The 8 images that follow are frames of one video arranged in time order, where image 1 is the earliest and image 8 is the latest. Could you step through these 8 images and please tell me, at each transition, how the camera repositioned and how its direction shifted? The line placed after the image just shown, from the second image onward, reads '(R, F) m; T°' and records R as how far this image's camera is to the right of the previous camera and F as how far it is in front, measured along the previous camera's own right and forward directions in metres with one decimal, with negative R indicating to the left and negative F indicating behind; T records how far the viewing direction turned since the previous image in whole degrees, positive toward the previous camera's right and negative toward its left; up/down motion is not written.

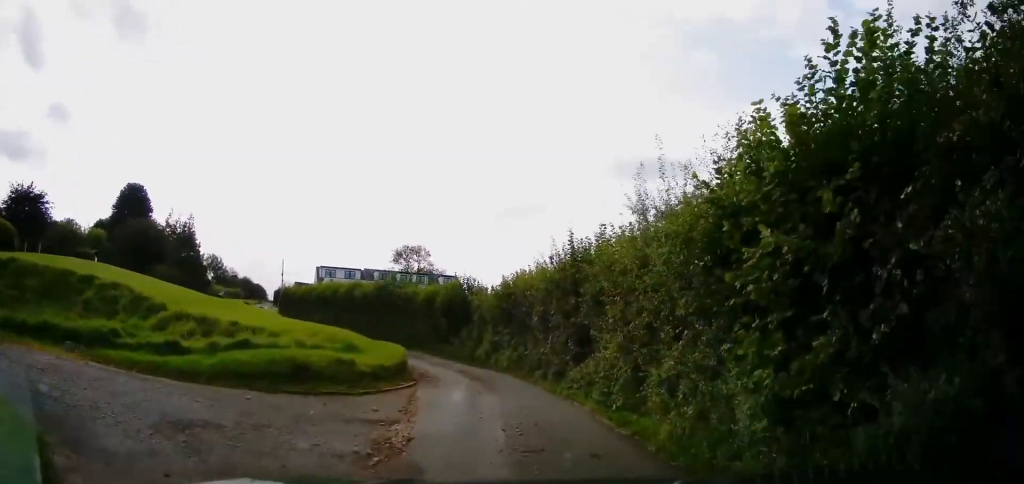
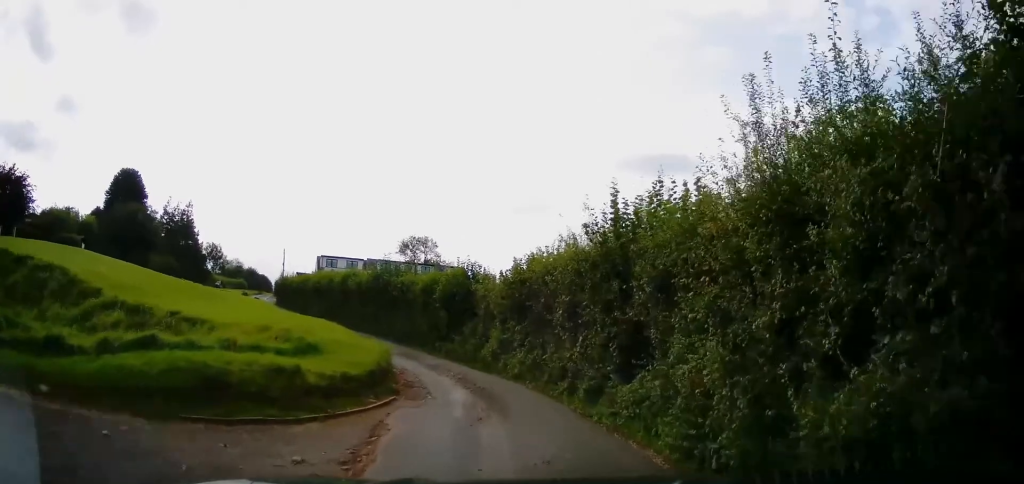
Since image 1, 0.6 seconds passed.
(0.0, +3.7) m; -3°
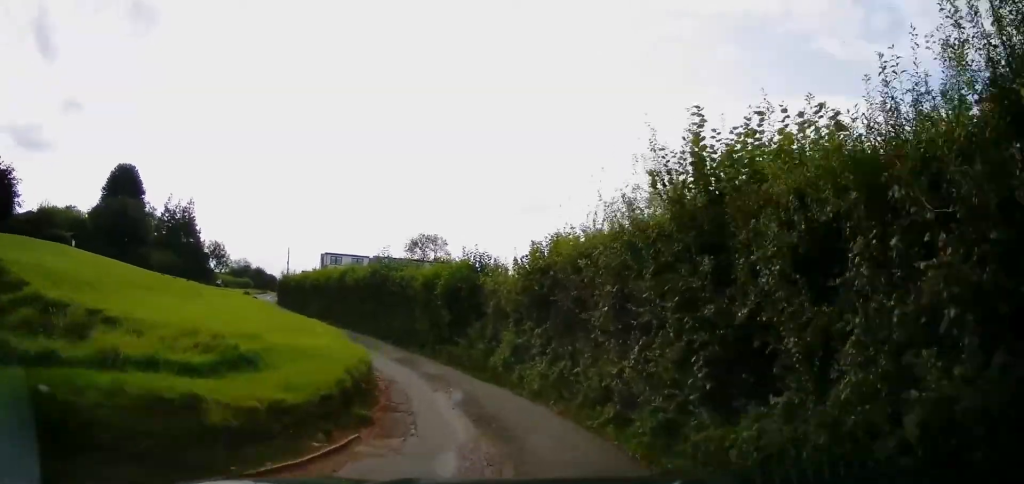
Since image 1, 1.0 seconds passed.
(-0.2, +2.9) m; -2°
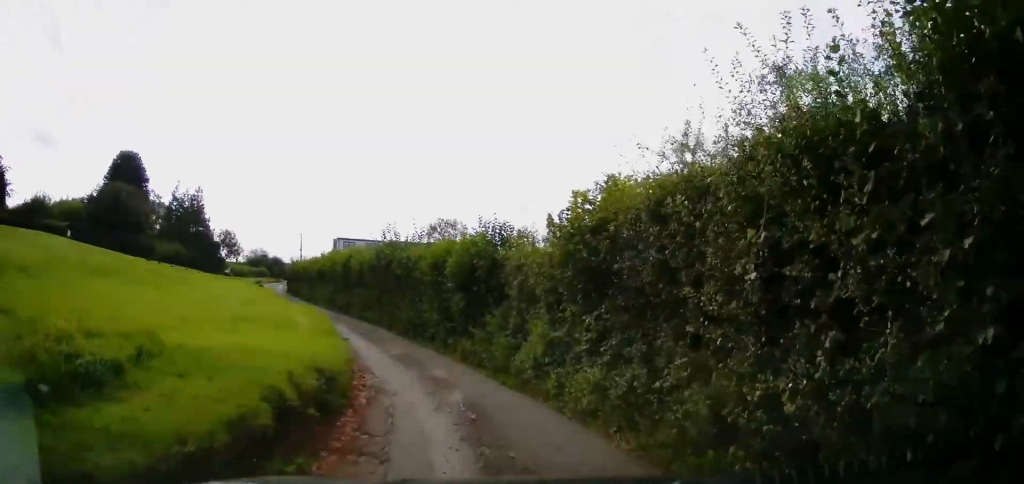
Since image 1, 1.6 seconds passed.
(-0.1, +3.7) m; -2°
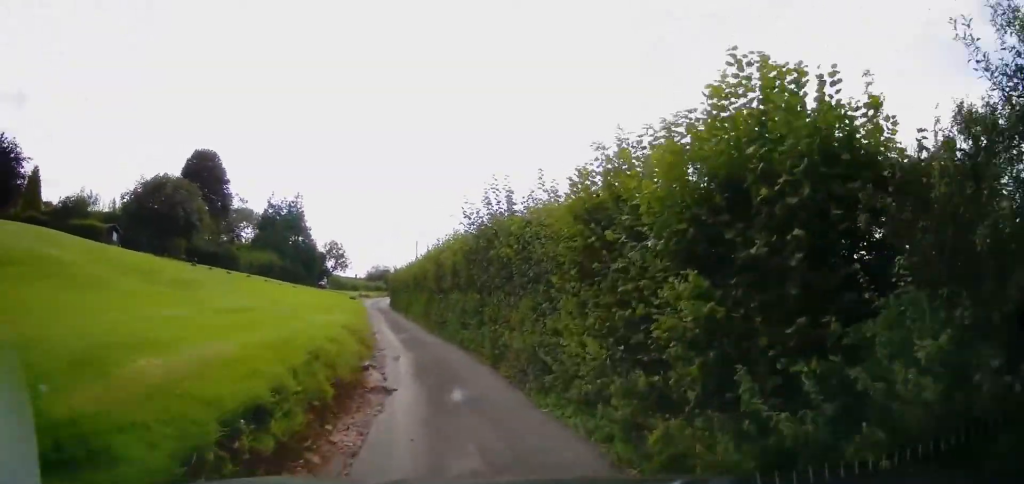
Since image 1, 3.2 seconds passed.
(0.0, +10.8) m; -6°
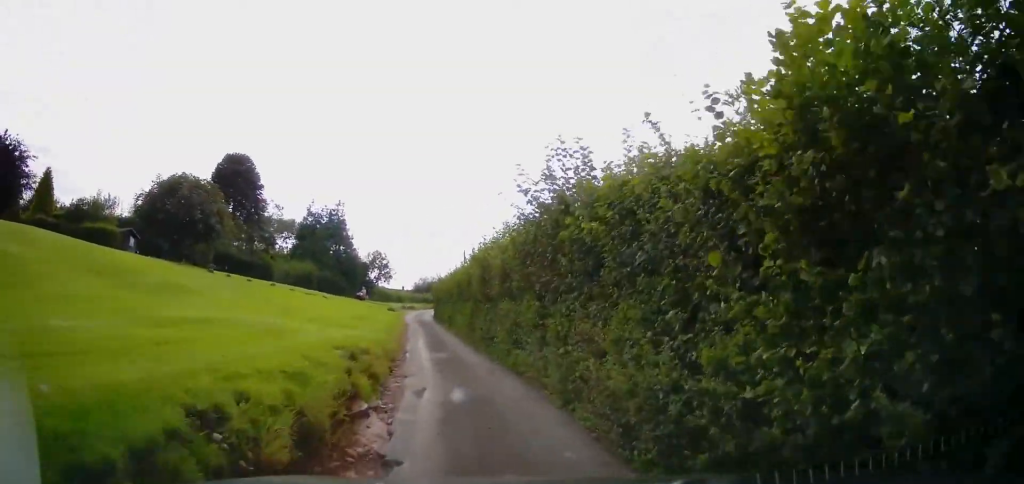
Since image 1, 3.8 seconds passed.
(-0.3, +3.9) m; -5°
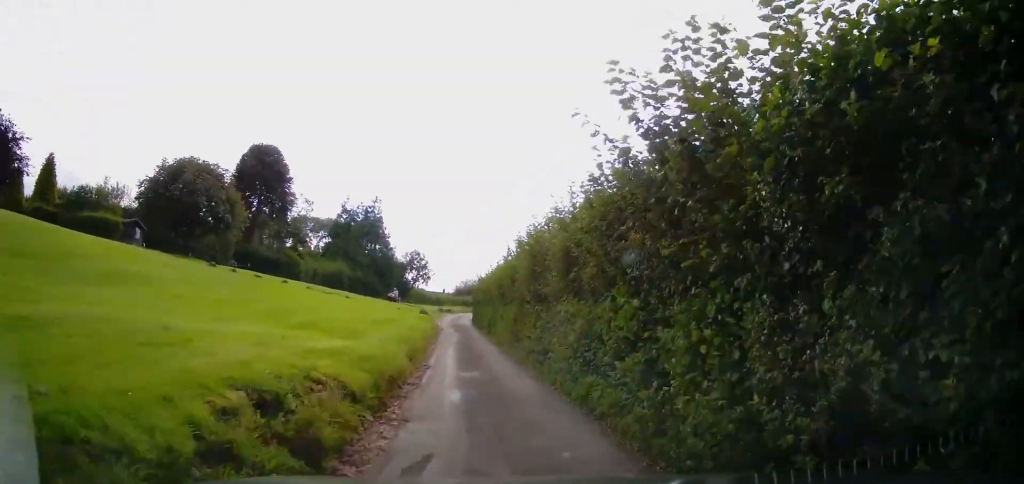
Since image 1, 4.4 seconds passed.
(-0.3, +4.1) m; -6°
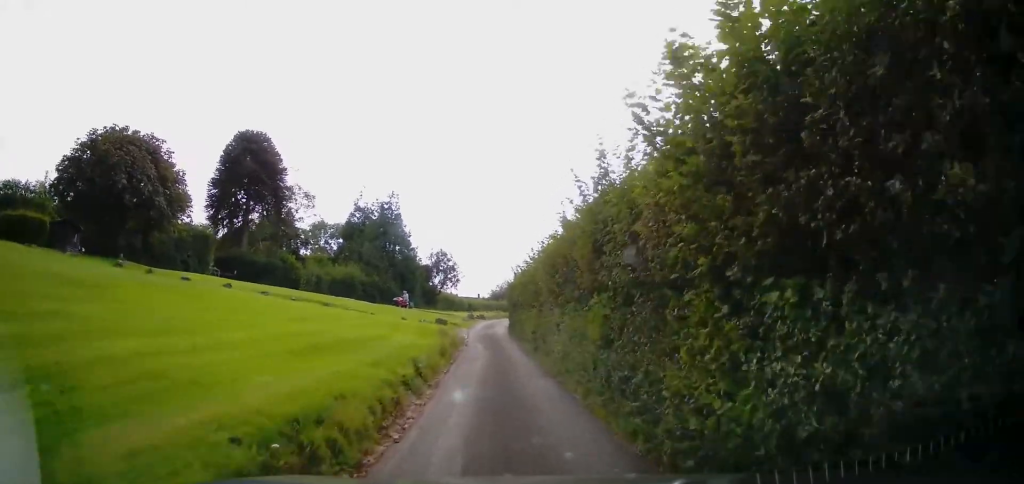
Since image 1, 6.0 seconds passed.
(-0.2, +10.1) m; -3°
